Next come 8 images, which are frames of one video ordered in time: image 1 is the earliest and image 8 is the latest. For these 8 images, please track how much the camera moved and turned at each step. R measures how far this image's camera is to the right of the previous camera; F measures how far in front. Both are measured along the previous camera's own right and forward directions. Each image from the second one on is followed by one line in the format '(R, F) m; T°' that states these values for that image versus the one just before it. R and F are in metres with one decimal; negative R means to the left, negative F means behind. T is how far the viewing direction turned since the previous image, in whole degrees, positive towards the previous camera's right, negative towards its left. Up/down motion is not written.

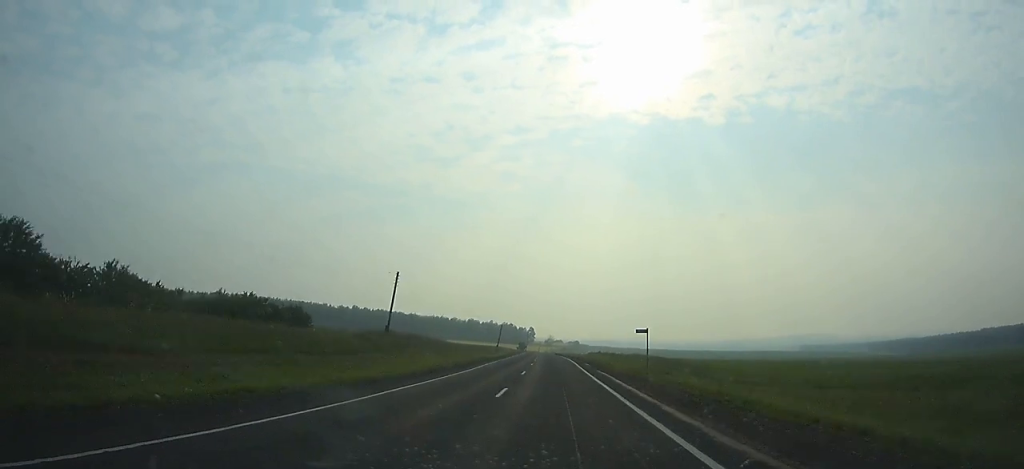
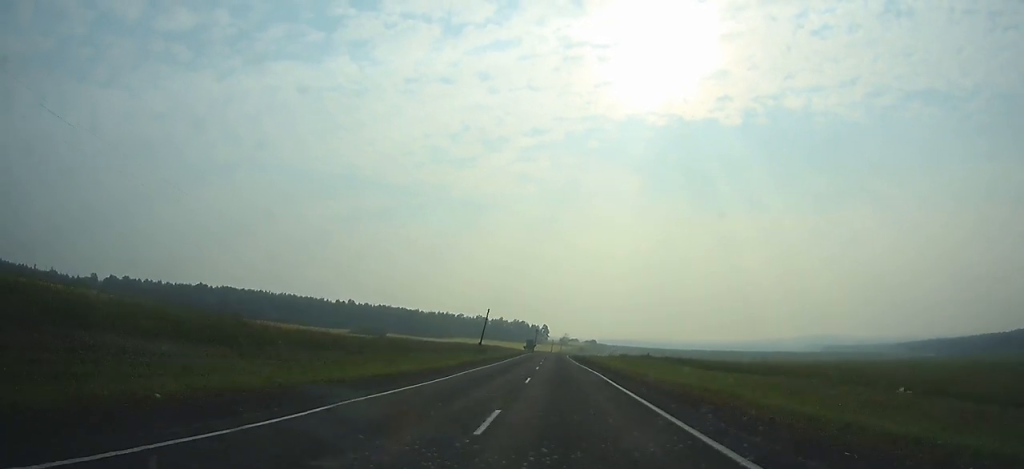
(-0.8, +53.1) m; -1°
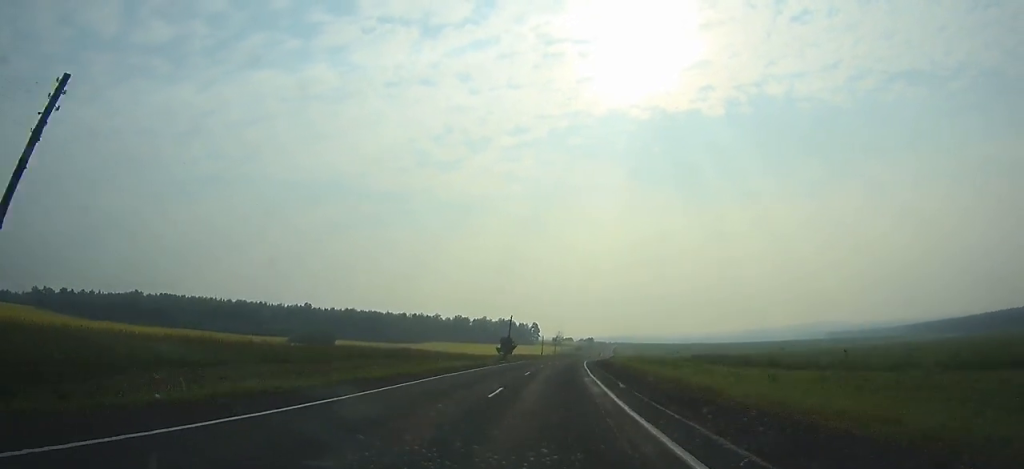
(-0.4, +74.5) m; +1°
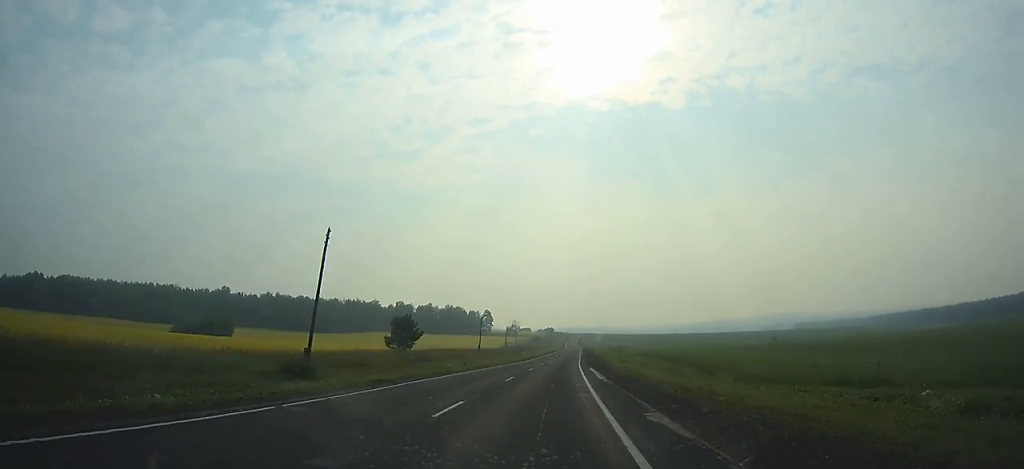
(+0.8, +61.3) m; +3°
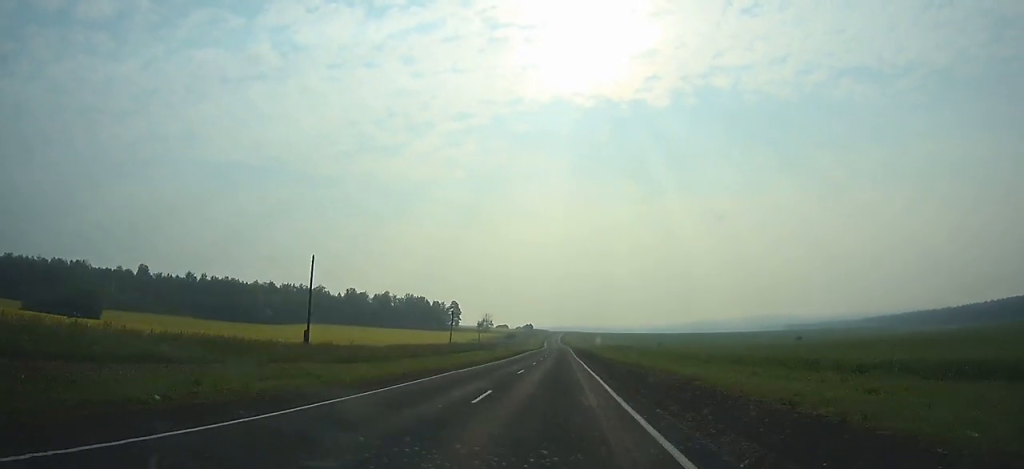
(+2.2, +67.3) m; +2°
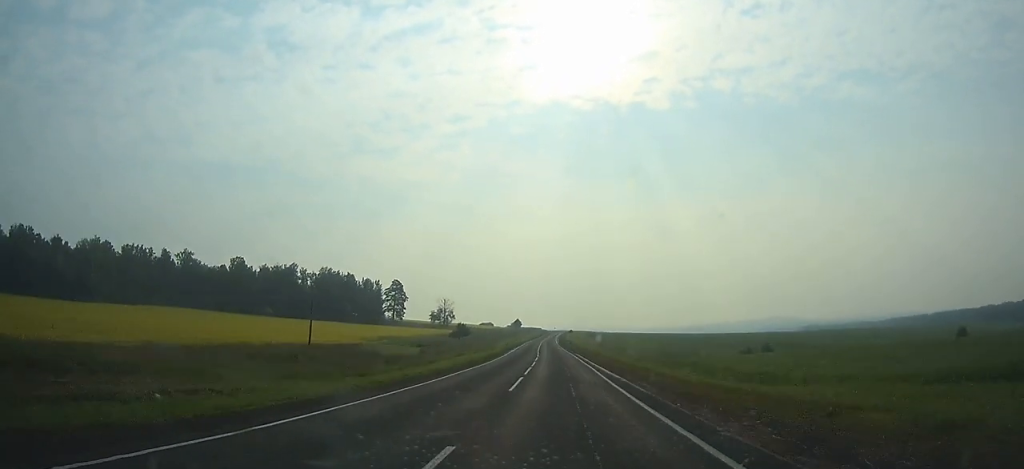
(+0.7, +139.1) m; 0°
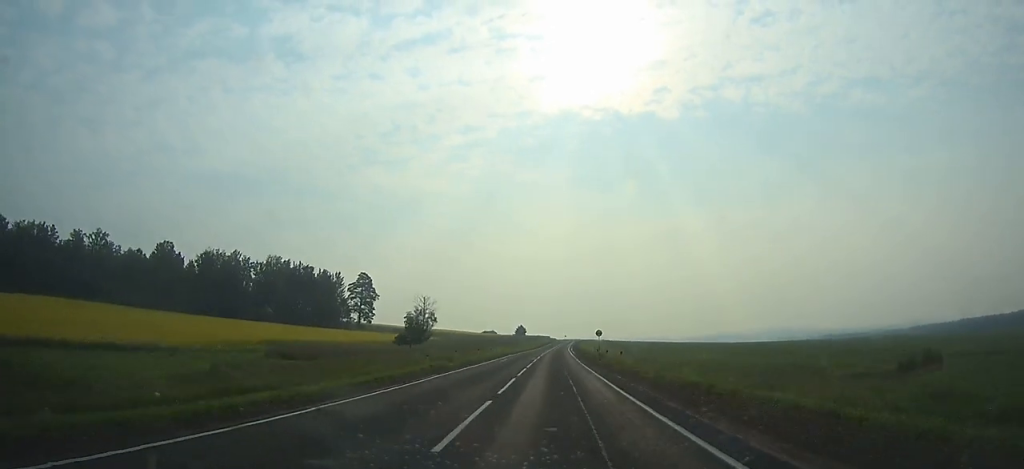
(-0.2, +54.9) m; 0°
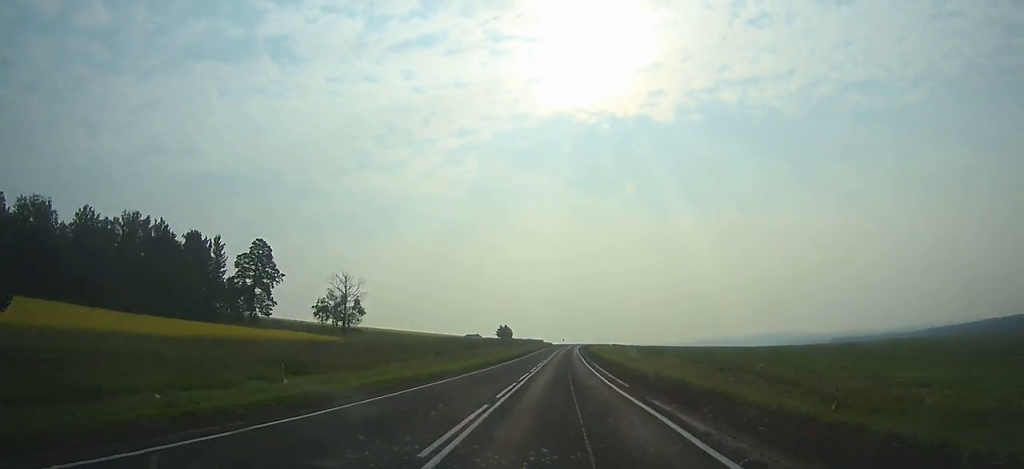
(-0.3, +70.7) m; 0°
